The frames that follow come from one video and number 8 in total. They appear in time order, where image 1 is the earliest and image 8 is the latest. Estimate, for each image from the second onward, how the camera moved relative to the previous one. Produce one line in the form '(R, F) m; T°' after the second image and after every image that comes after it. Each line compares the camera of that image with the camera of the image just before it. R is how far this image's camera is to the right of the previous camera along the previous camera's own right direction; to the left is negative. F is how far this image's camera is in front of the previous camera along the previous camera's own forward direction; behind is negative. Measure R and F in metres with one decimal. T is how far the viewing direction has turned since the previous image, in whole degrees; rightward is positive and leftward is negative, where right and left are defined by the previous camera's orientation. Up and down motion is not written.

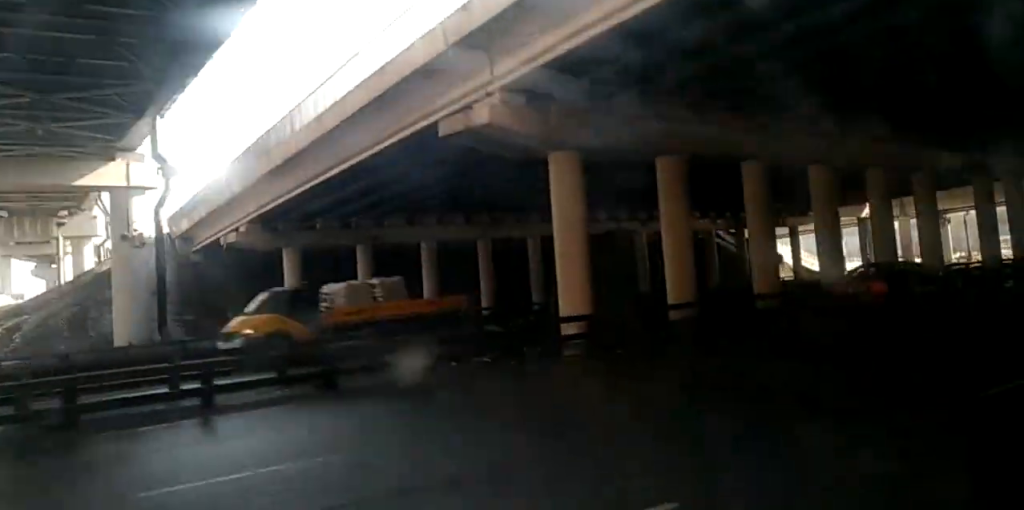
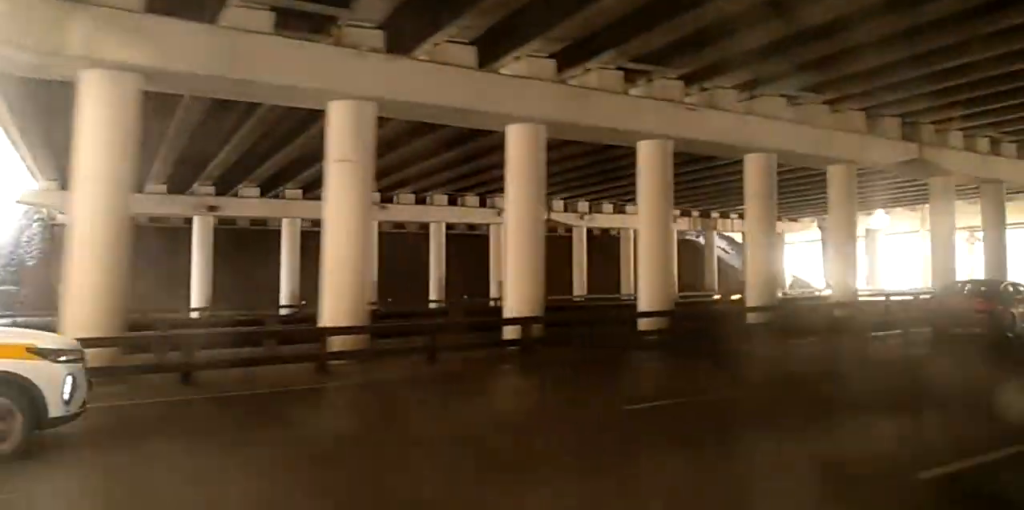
(-0.1, +11.0) m; -2°
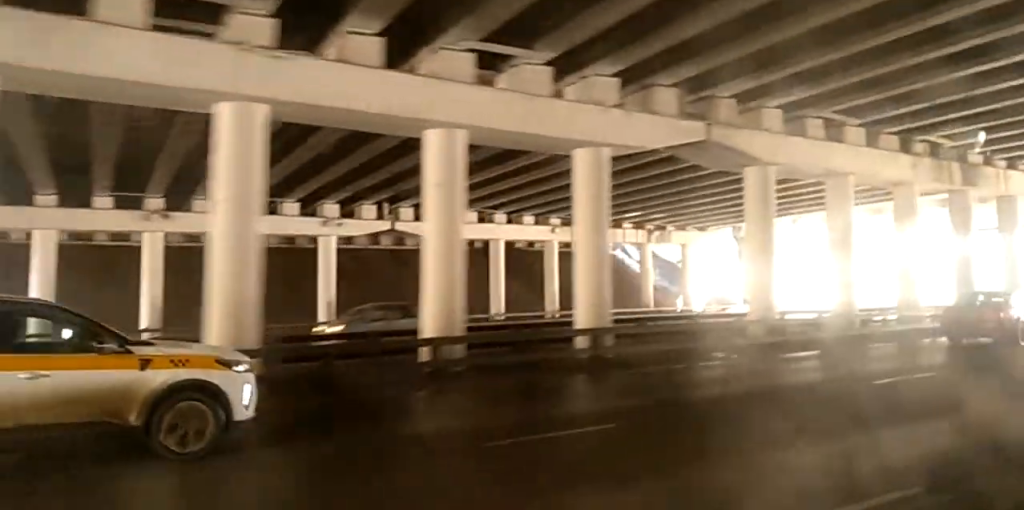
(-0.2, +9.0) m; -2°
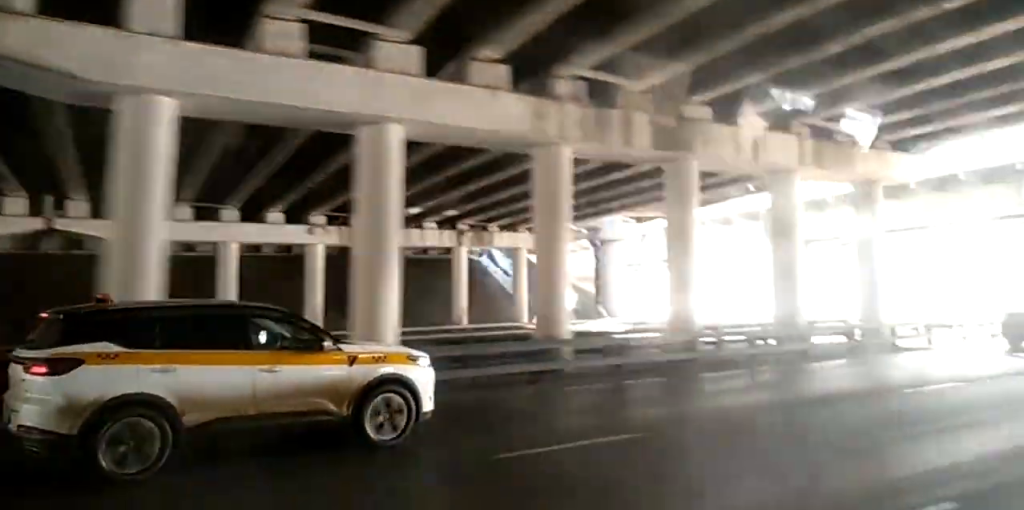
(0.0, +13.0) m; 0°
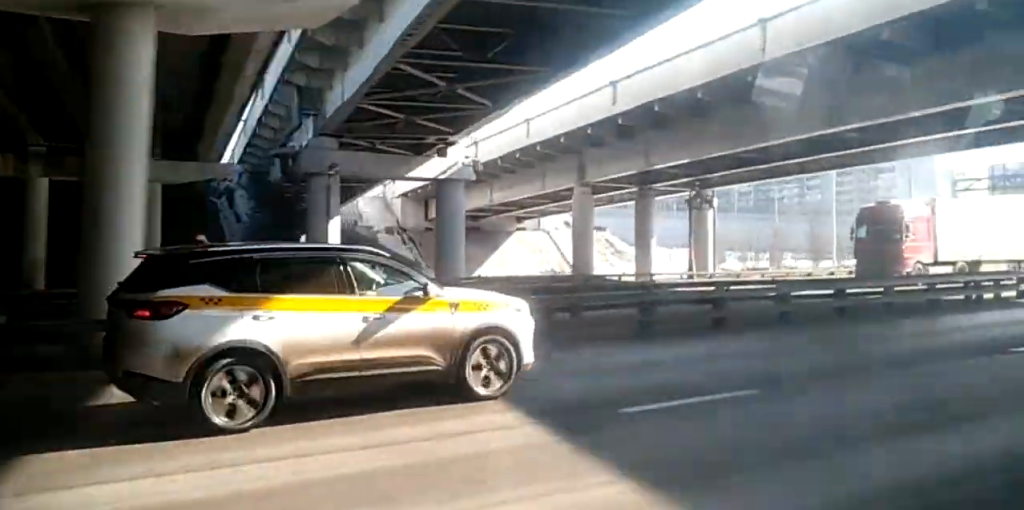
(-0.2, +15.4) m; -2°
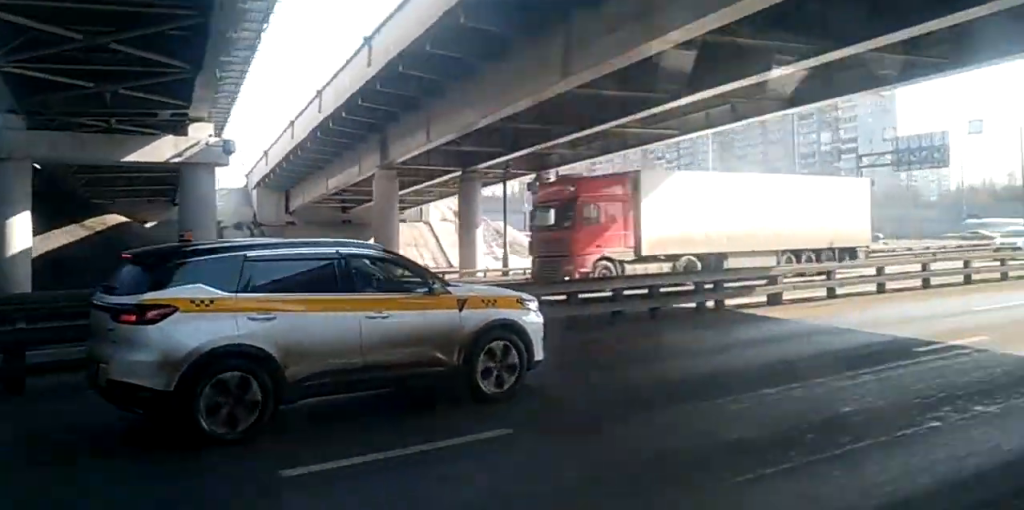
(-0.1, +7.6) m; -1°
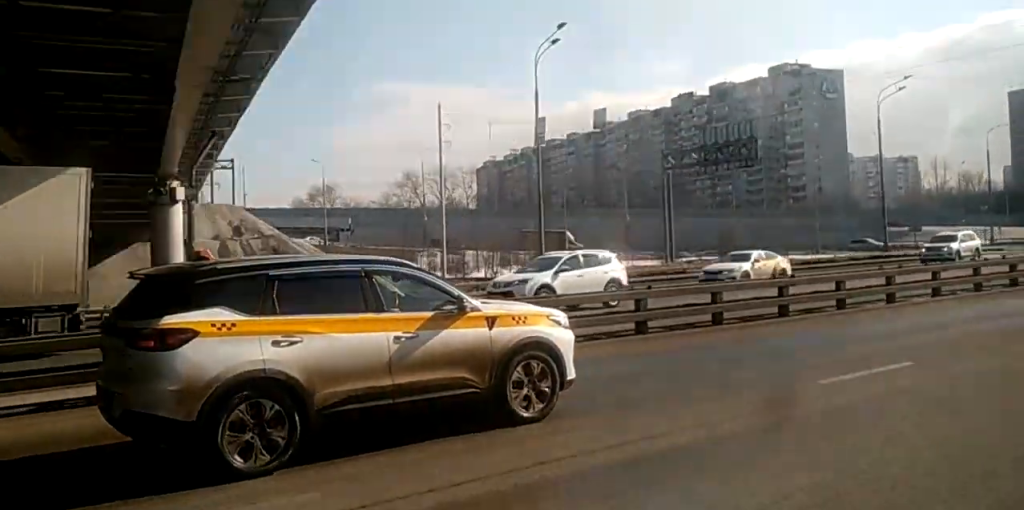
(0.0, +12.4) m; +1°
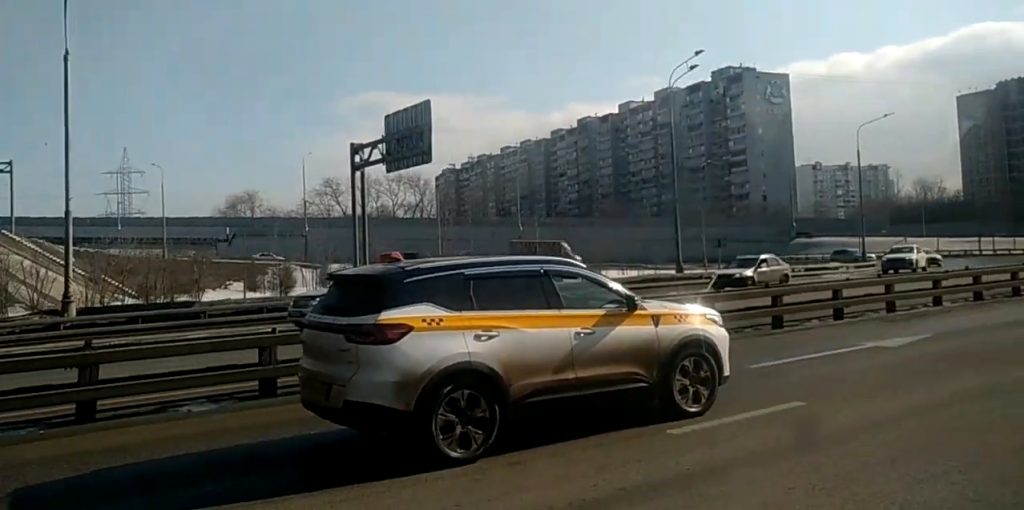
(+0.3, +13.6) m; 0°
